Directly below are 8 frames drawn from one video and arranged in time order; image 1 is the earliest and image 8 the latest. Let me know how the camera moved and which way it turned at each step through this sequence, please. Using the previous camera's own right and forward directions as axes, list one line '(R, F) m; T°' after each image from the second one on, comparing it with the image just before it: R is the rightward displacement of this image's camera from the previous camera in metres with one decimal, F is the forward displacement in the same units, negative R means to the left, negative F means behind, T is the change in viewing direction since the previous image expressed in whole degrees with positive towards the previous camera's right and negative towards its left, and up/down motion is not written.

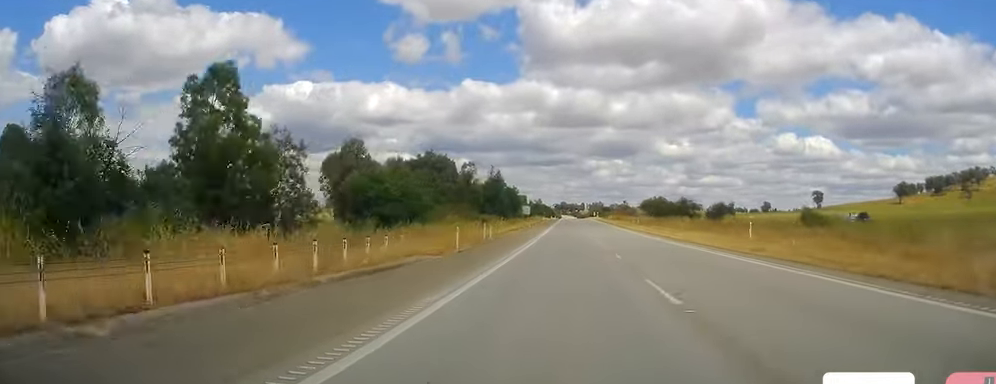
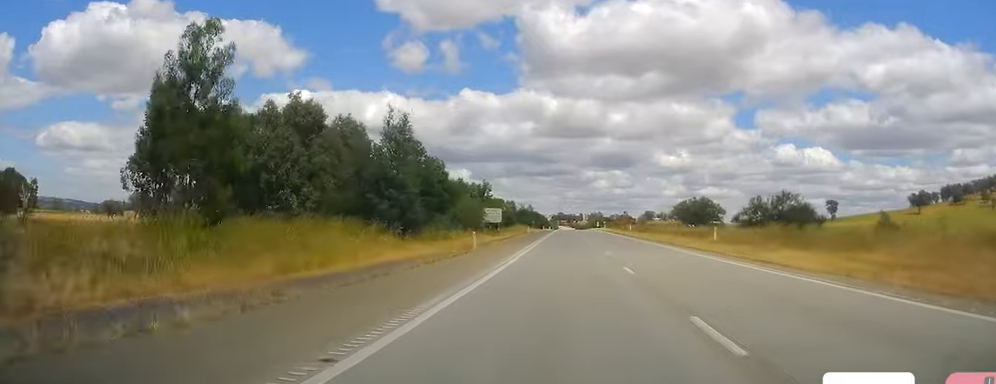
(-0.4, +52.6) m; 0°
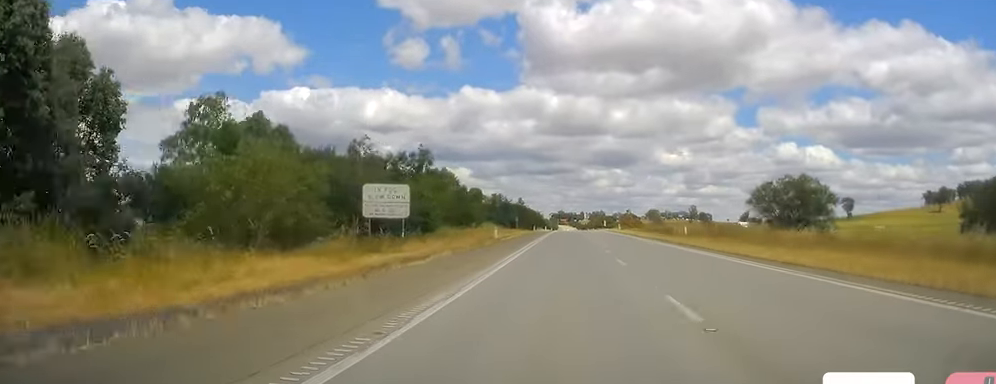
(+0.7, +45.8) m; +1°
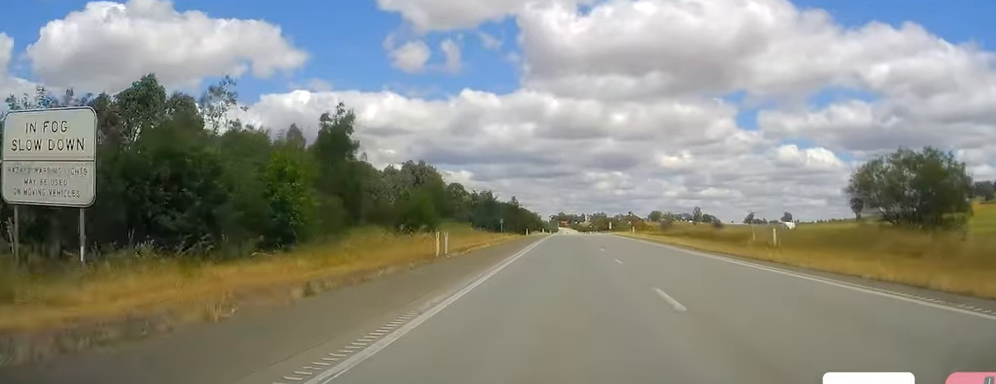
(-0.4, +22.9) m; -1°
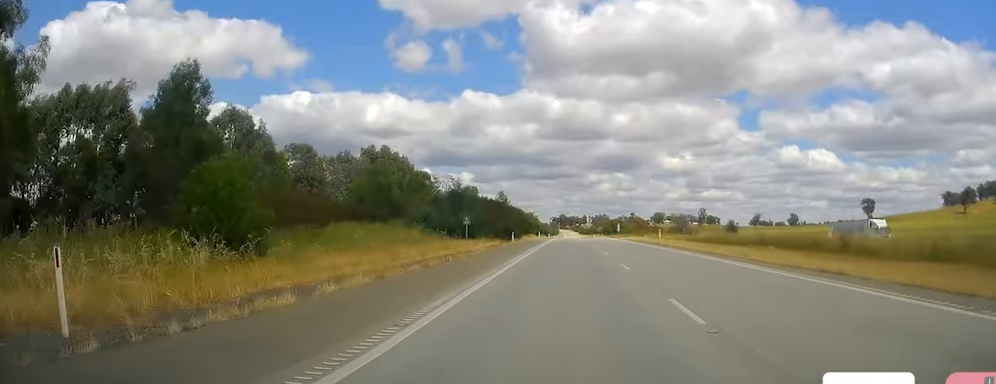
(-0.1, +25.8) m; 0°
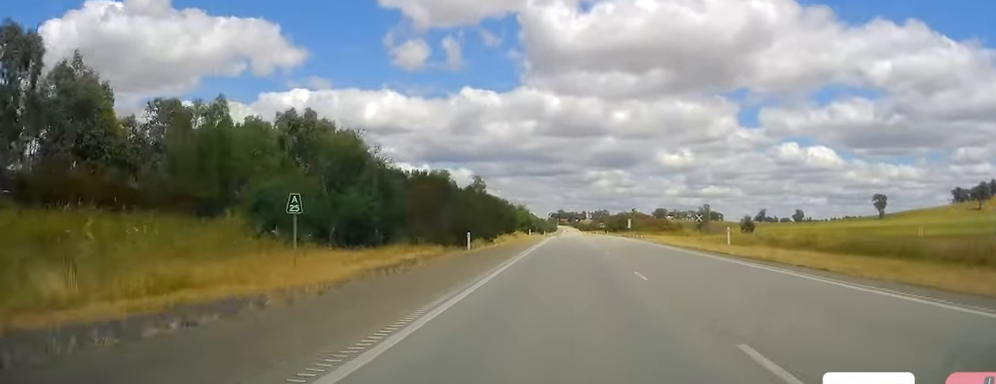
(-0.1, +29.7) m; 0°
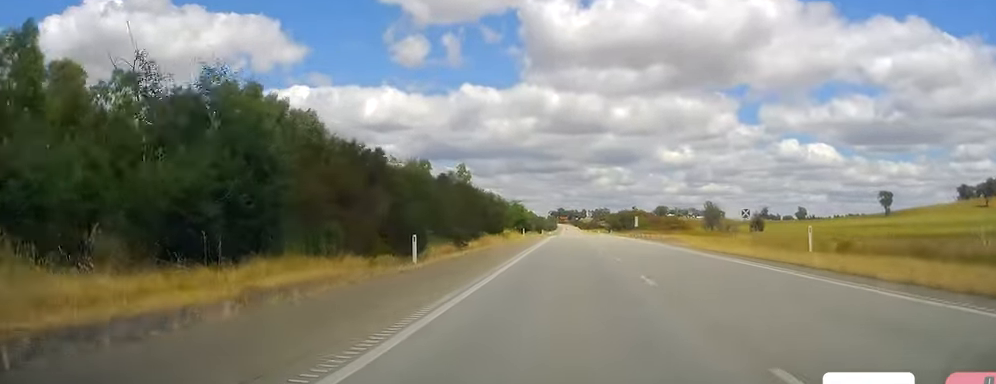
(0.0, +13.4) m; 0°
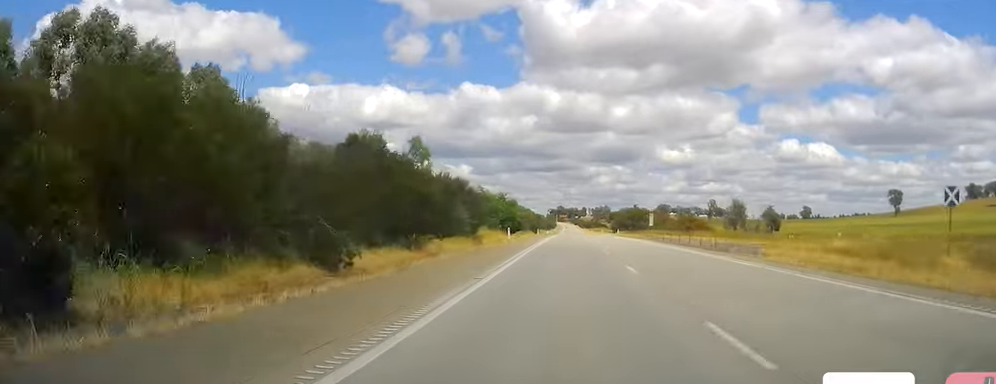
(+0.1, +21.0) m; 0°
